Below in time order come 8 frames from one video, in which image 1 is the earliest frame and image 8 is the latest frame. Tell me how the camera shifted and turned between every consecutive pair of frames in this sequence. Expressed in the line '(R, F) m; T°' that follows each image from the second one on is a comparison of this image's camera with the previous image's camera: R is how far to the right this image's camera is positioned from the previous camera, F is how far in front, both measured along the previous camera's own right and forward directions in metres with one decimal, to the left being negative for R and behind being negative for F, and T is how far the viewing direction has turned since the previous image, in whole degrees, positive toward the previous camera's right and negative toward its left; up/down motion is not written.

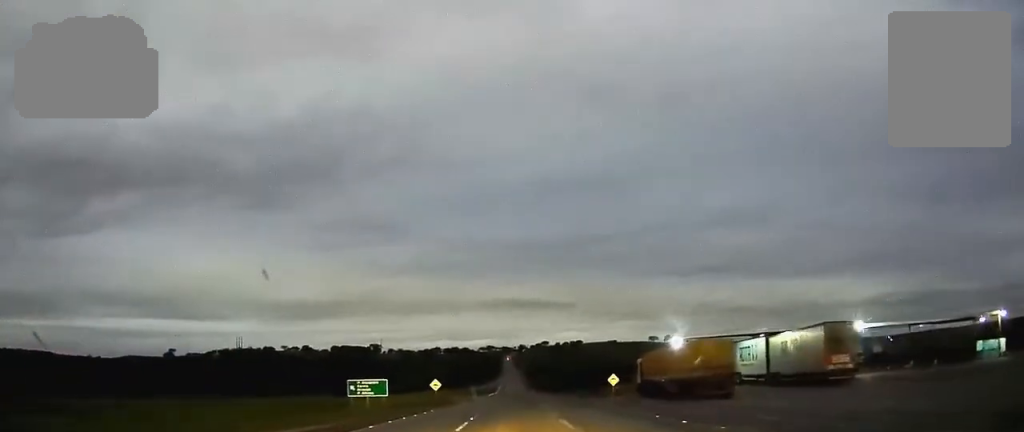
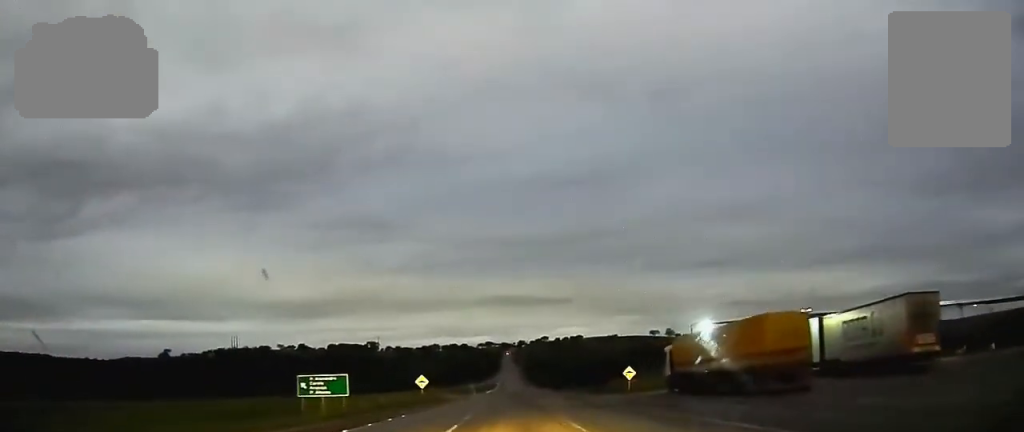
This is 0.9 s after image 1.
(+0.1, +11.7) m; 0°
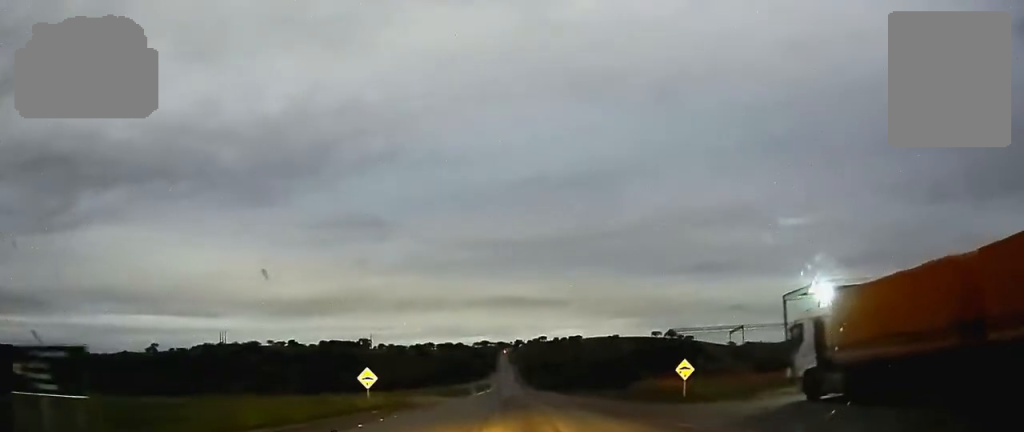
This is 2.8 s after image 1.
(0.0, +24.5) m; 0°
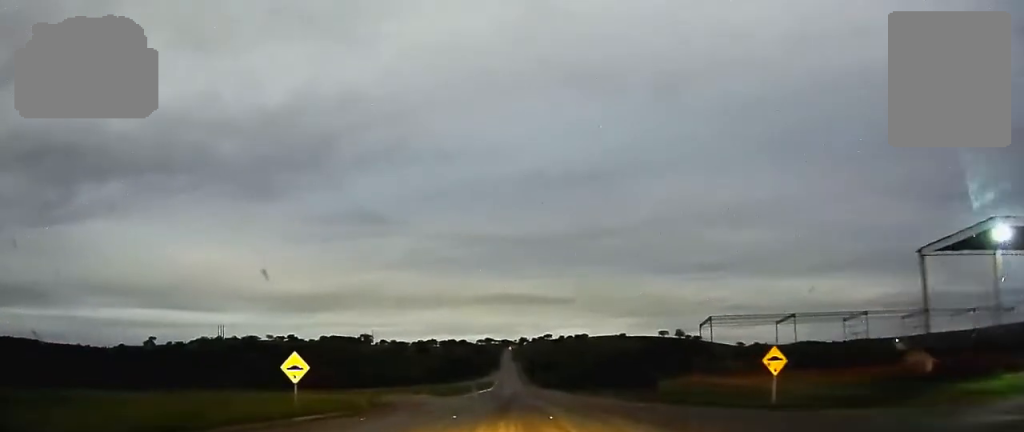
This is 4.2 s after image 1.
(-0.1, +16.0) m; 0°
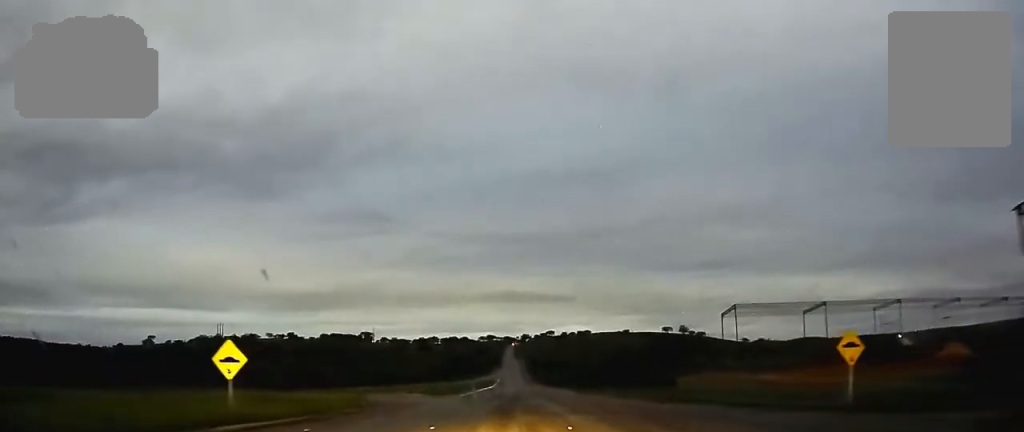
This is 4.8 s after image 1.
(0.0, +7.3) m; 0°
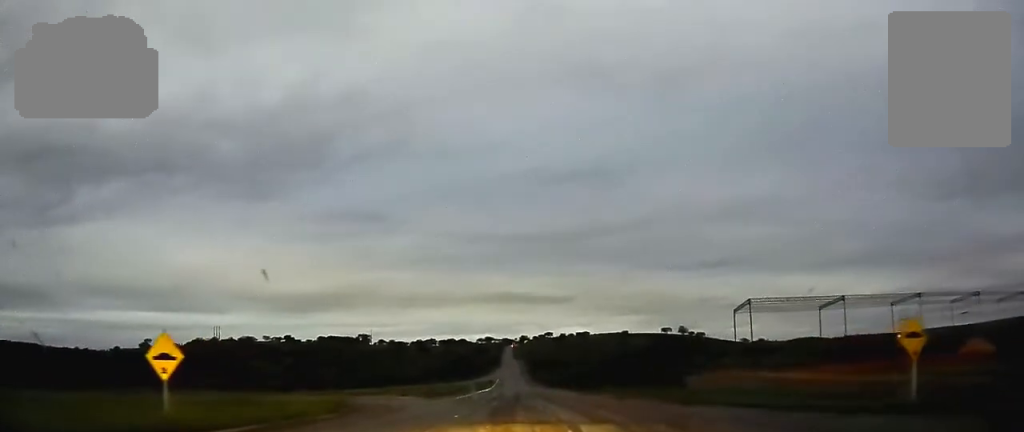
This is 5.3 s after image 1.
(+0.1, +4.4) m; 0°
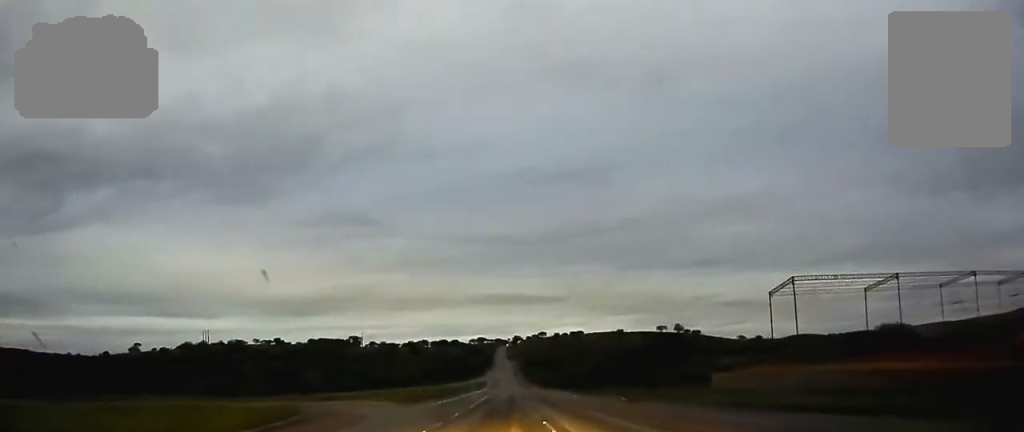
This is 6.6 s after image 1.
(0.0, +11.0) m; -1°
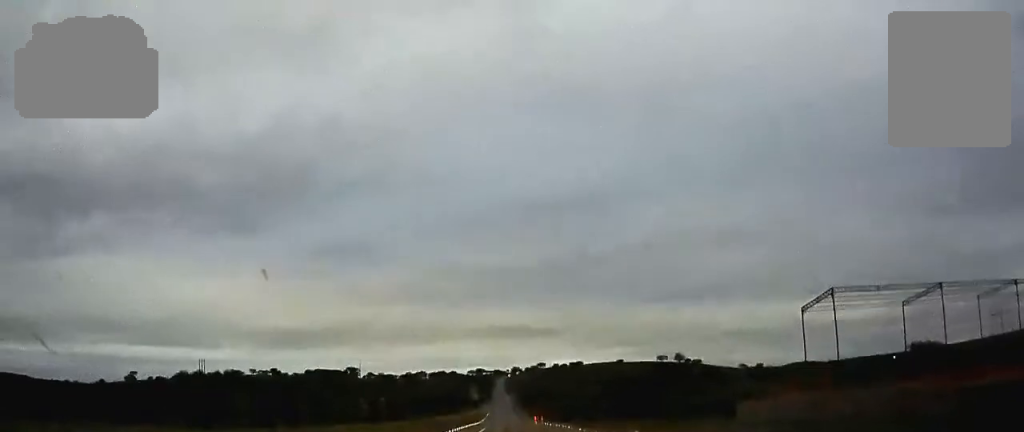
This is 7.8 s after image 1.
(-0.1, +6.8) m; -1°
